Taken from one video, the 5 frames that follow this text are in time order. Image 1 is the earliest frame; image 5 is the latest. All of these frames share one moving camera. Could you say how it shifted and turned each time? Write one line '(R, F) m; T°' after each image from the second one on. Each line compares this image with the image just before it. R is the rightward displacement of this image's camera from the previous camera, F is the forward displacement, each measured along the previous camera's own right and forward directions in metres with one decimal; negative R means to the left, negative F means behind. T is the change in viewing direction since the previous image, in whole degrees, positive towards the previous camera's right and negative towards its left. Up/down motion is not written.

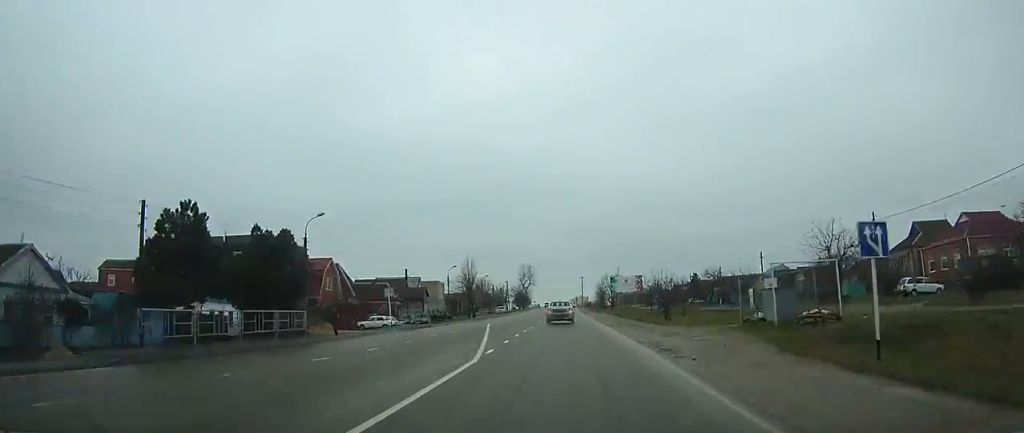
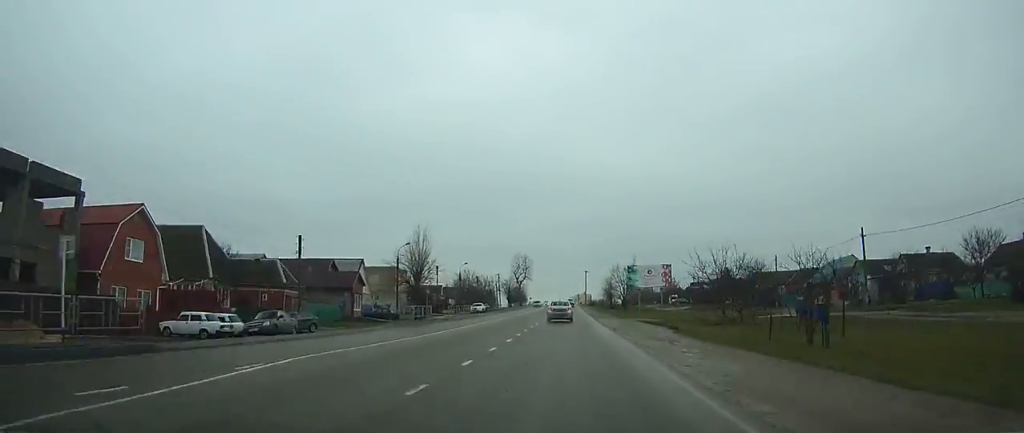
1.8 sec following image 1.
(+0.1, +31.5) m; 0°
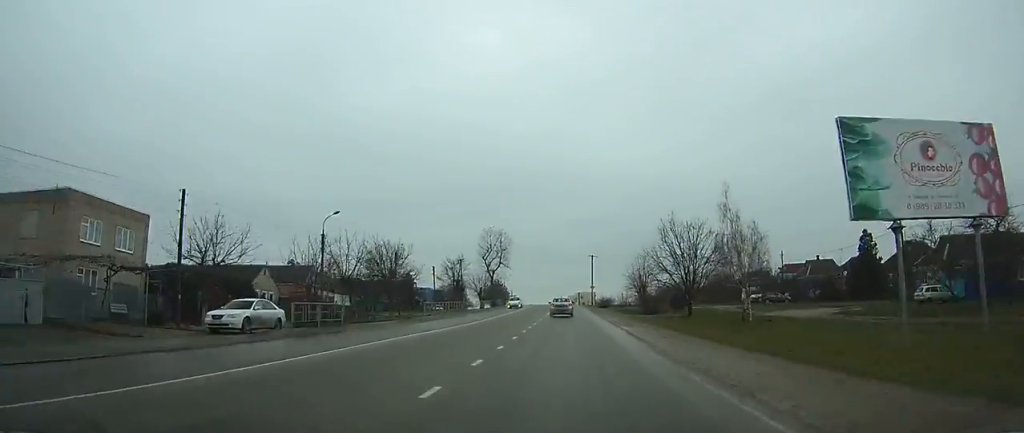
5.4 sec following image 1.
(+0.2, +65.0) m; 0°
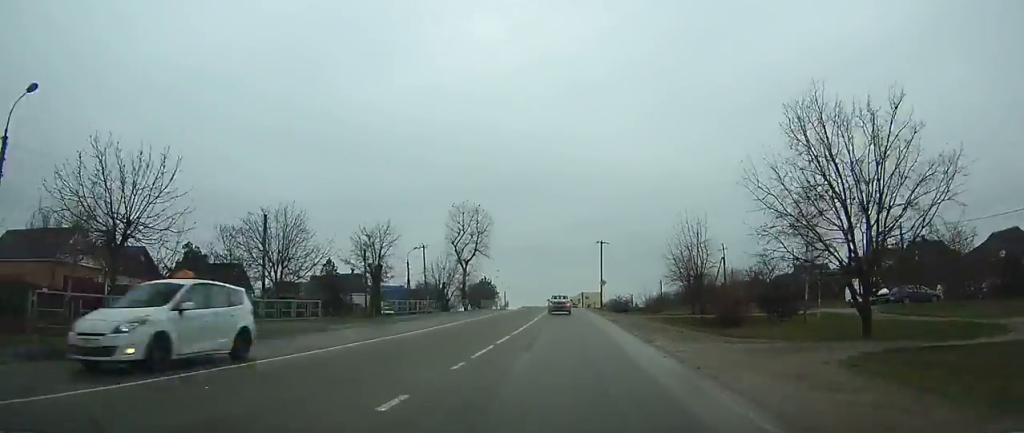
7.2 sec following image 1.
(0.0, +33.2) m; 0°
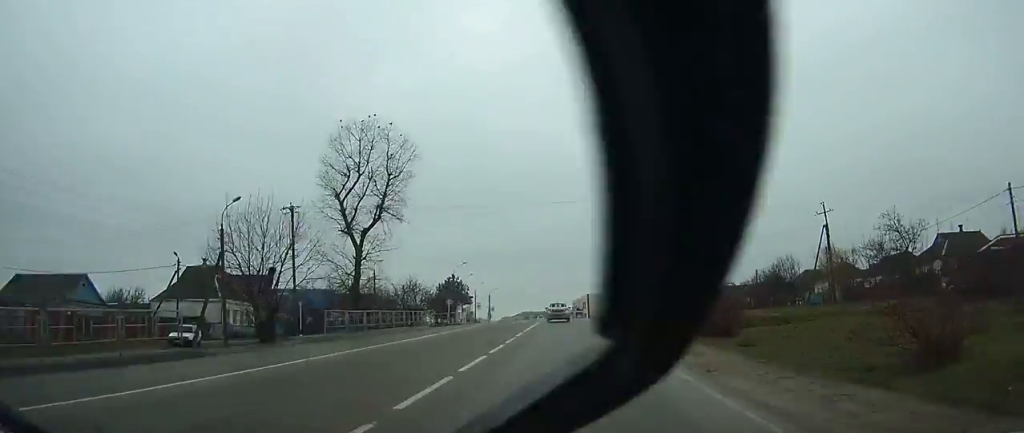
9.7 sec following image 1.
(-0.3, +45.8) m; -1°
